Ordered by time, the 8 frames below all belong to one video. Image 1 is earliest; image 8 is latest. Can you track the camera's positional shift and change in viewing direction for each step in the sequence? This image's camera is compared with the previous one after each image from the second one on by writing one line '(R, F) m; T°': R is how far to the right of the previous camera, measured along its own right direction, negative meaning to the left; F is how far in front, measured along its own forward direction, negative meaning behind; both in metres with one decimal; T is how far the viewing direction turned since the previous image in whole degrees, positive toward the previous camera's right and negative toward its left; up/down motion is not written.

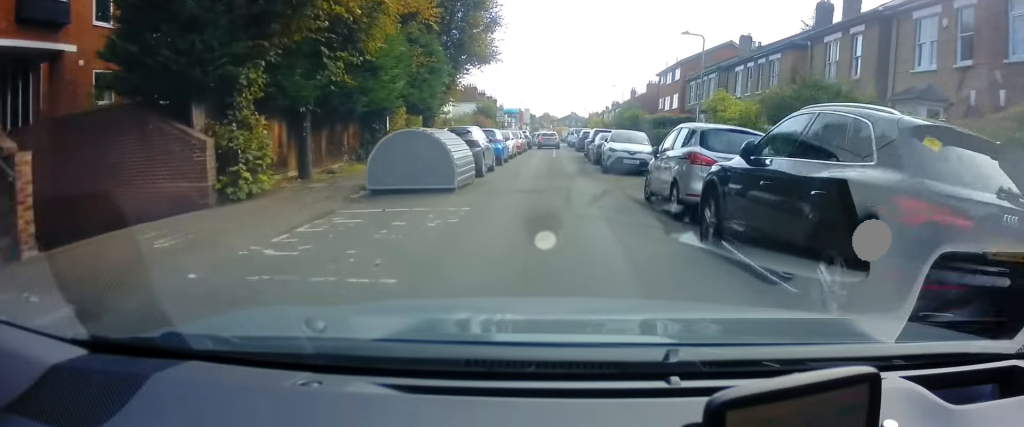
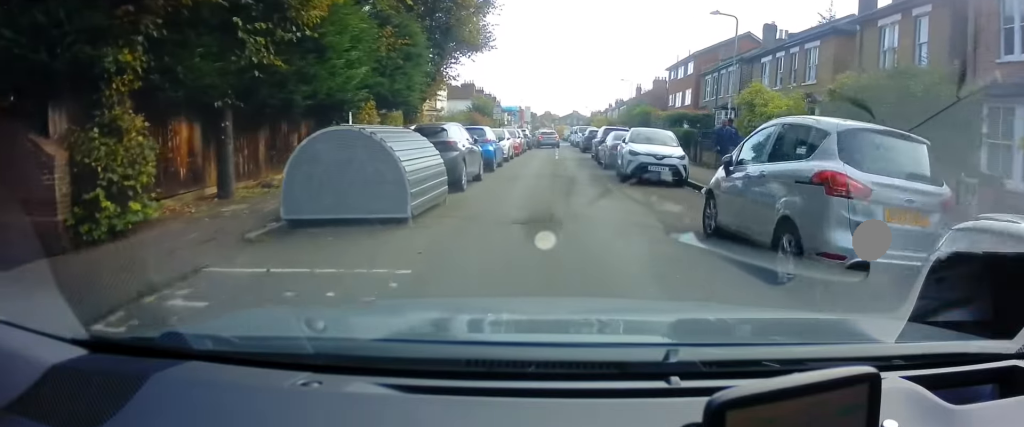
(0.0, +4.2) m; +1°
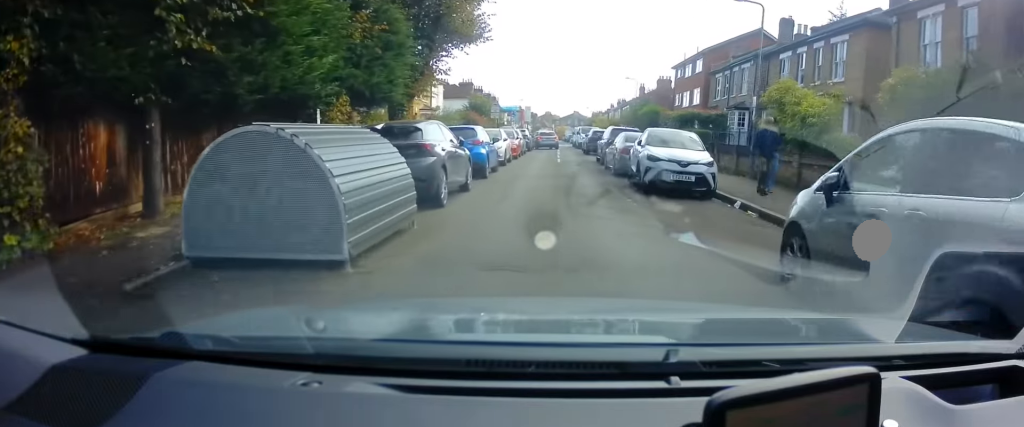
(0.0, +2.5) m; +3°
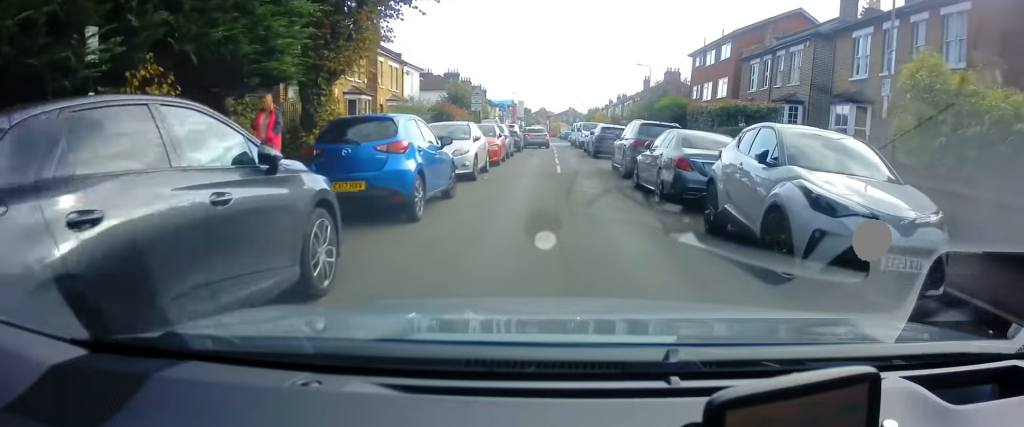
(+0.2, +8.0) m; -2°
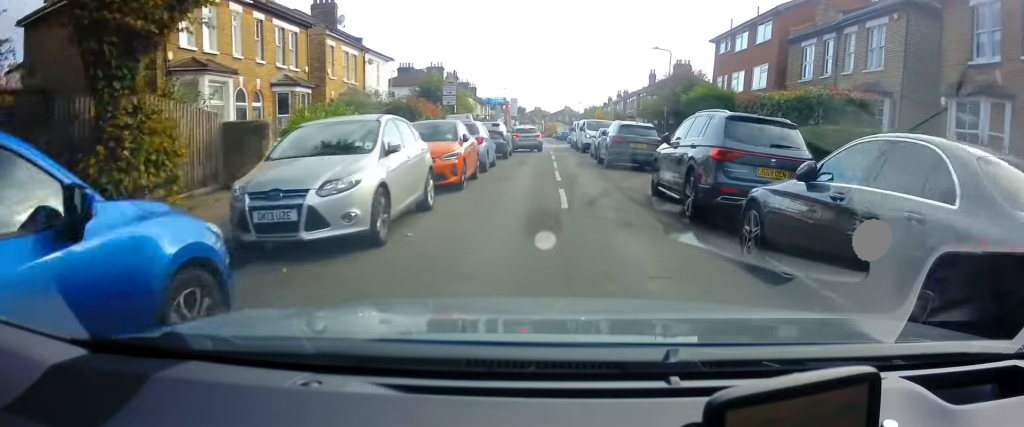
(-0.5, +8.2) m; -3°
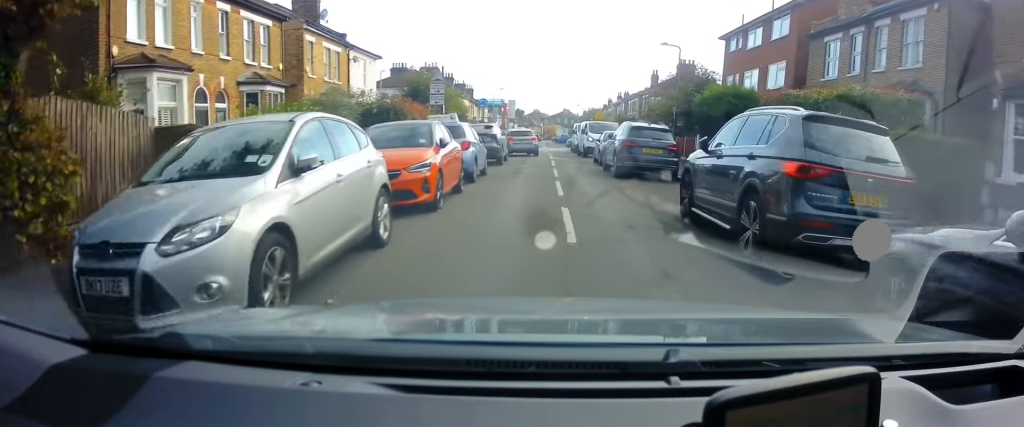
(0.0, +2.7) m; +1°
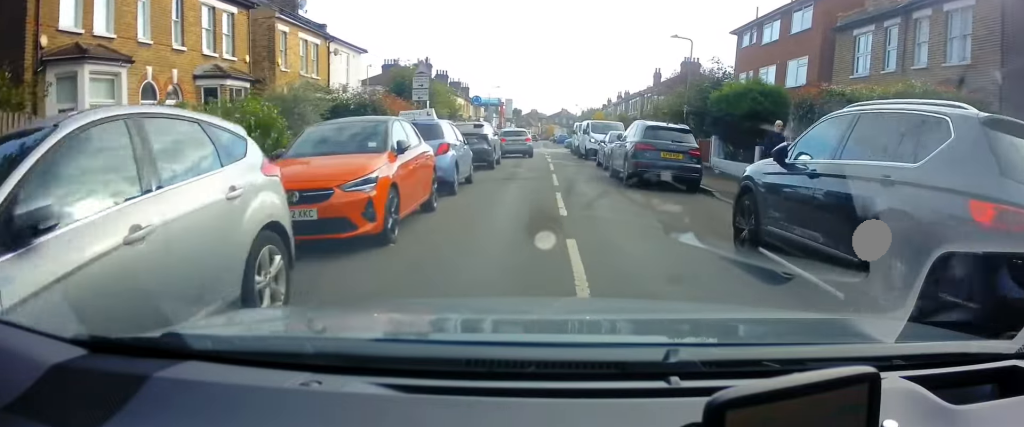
(0.0, +2.9) m; 0°
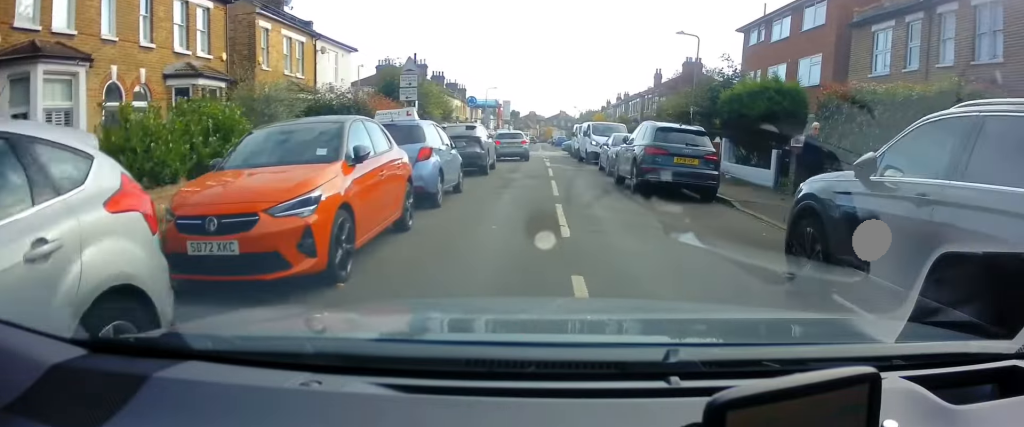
(0.0, +1.7) m; 0°
